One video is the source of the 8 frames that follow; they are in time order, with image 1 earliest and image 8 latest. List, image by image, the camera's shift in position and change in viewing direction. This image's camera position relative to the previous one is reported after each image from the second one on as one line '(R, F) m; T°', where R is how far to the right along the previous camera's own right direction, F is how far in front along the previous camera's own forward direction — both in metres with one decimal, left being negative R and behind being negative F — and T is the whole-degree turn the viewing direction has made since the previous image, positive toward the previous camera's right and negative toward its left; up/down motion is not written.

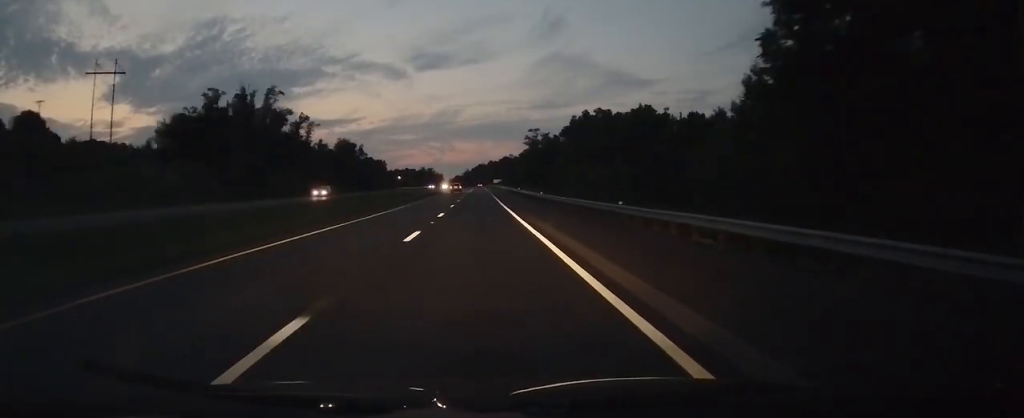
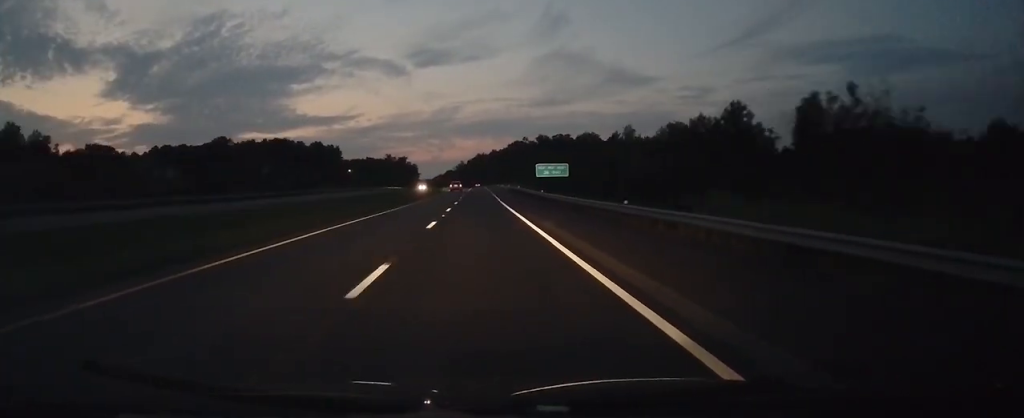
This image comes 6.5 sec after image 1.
(-0.4, +246.4) m; 0°
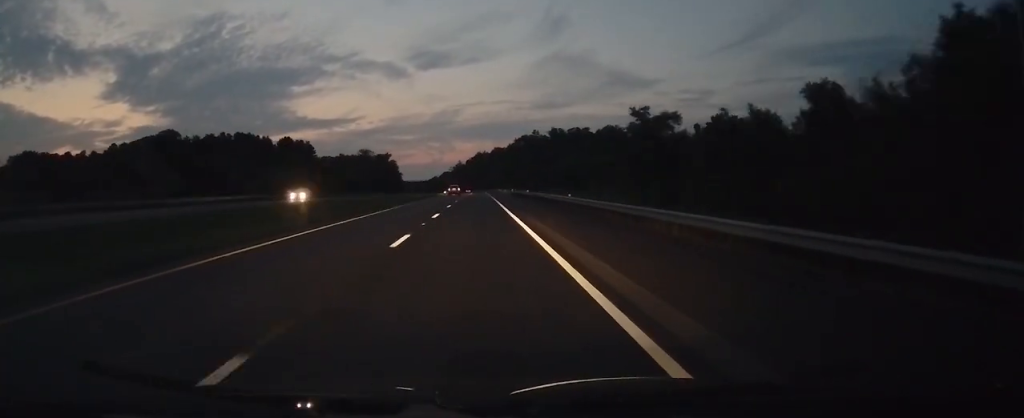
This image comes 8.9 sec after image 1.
(+0.1, +72.7) m; 0°
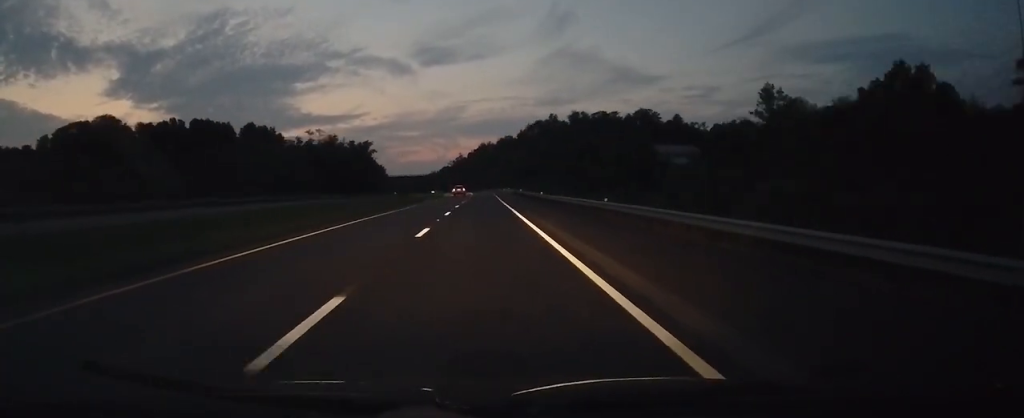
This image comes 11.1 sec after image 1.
(+0.3, +56.2) m; -1°
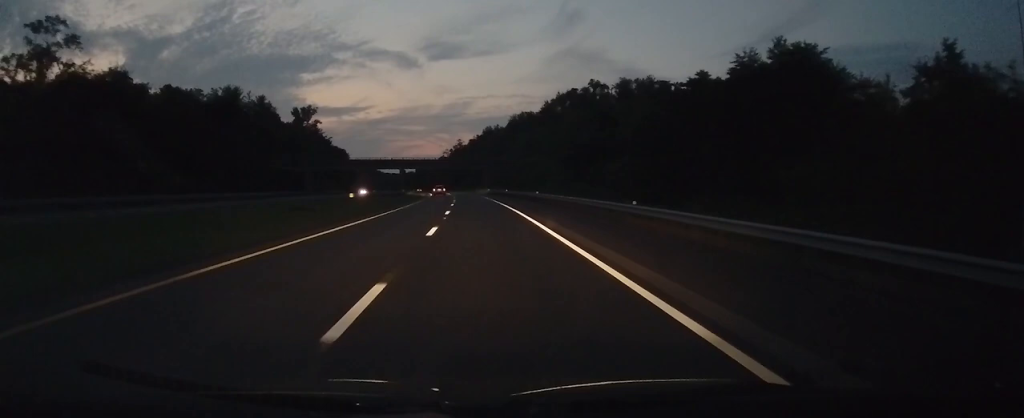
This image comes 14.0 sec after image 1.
(-1.3, +89.1) m; -3°
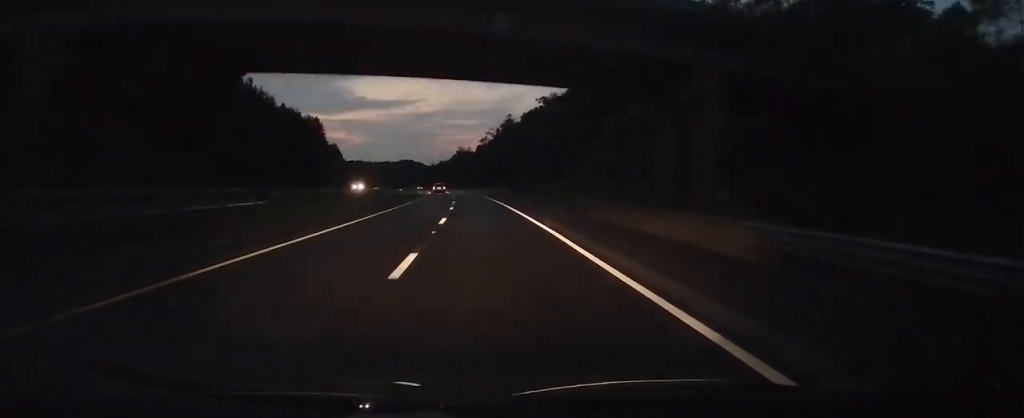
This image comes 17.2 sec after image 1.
(-3.0, +102.4) m; -4°
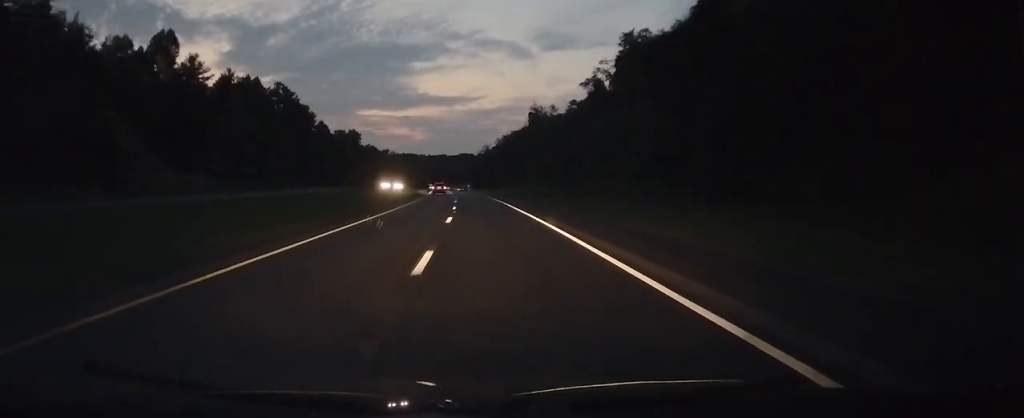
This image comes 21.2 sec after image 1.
(-7.5, +135.2) m; -5°
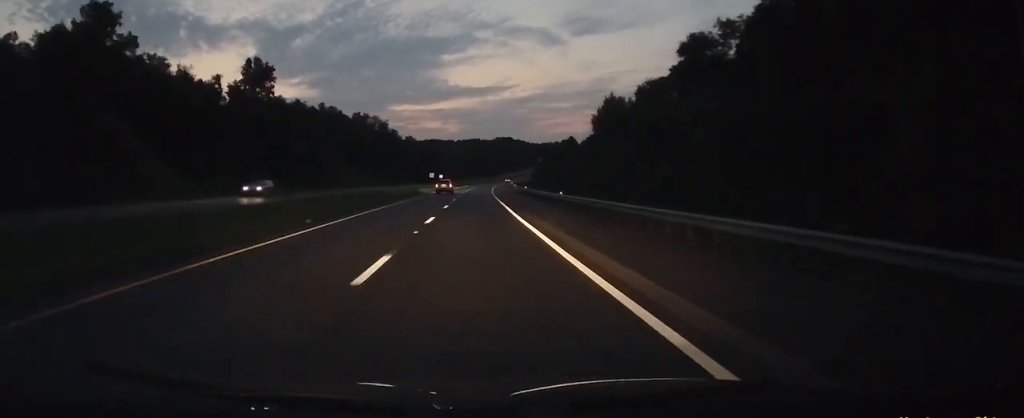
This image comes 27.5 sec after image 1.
(-8.4, +232.5) m; 0°
